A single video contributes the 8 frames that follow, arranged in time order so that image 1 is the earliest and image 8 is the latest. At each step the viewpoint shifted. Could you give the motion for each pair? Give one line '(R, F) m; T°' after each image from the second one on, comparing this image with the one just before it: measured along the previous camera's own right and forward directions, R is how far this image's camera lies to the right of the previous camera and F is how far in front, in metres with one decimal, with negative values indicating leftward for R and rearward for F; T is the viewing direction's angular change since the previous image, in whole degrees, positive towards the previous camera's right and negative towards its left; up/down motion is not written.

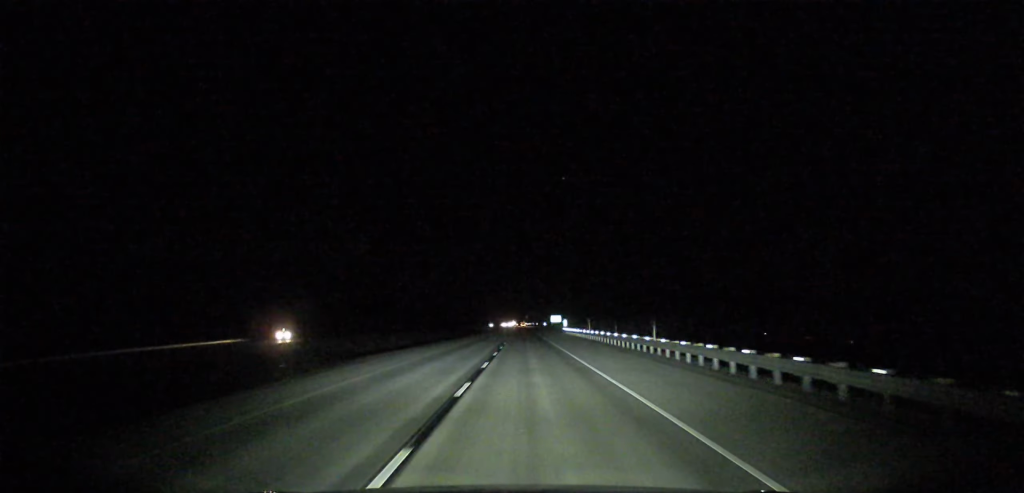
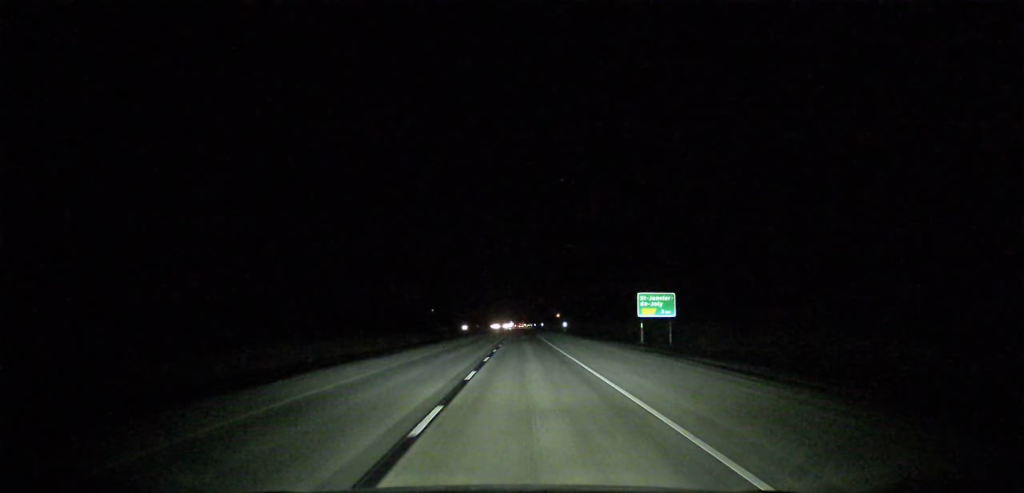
(-0.3, +213.1) m; 0°
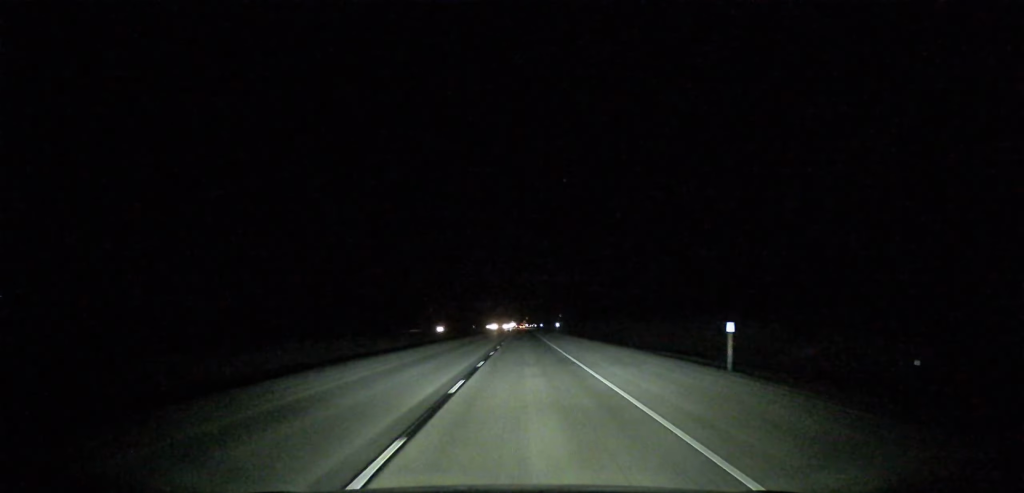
(0.0, +86.6) m; 0°
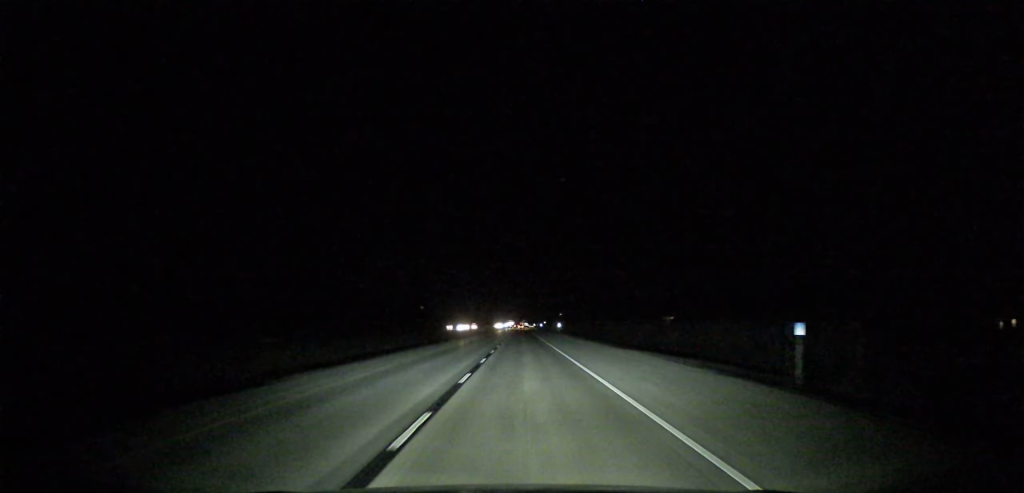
(+0.2, +233.1) m; 0°
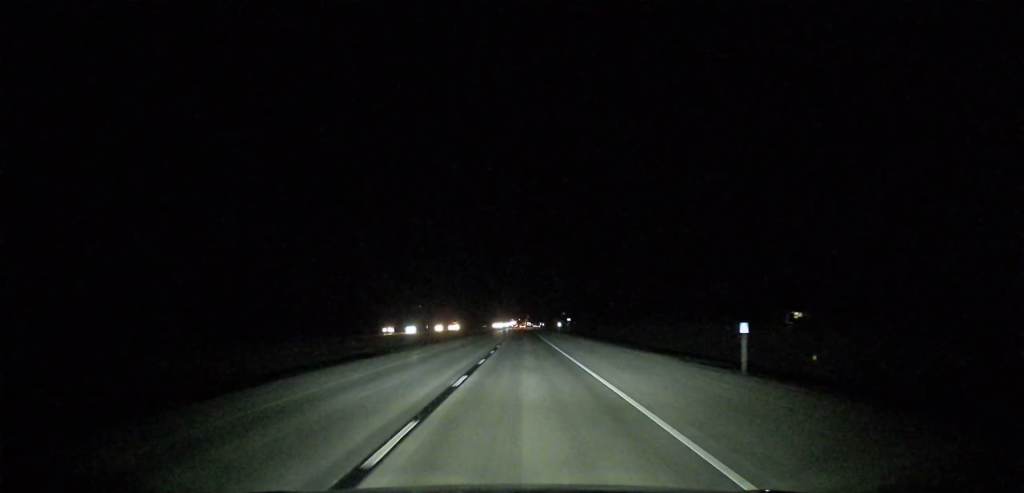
(+0.2, +107.0) m; 0°
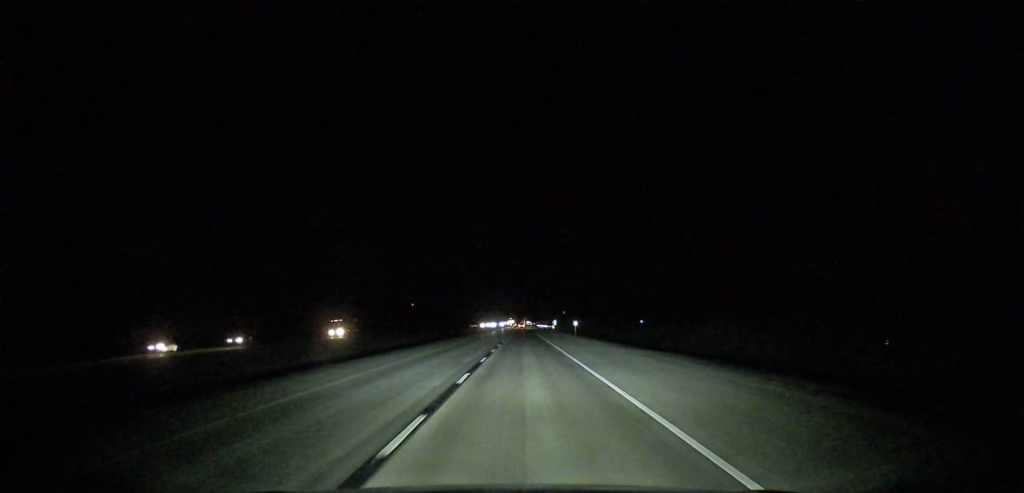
(-0.2, +126.8) m; 0°
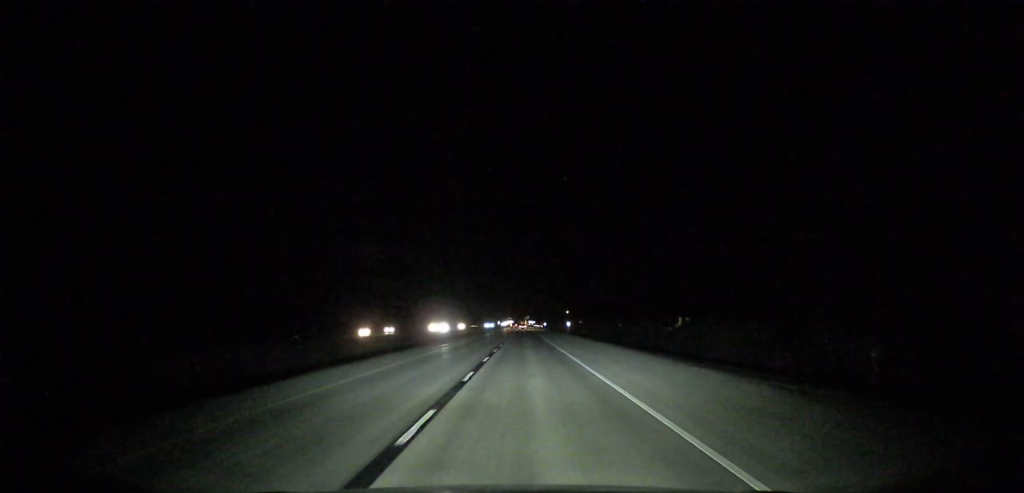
(-0.2, +268.5) m; 0°
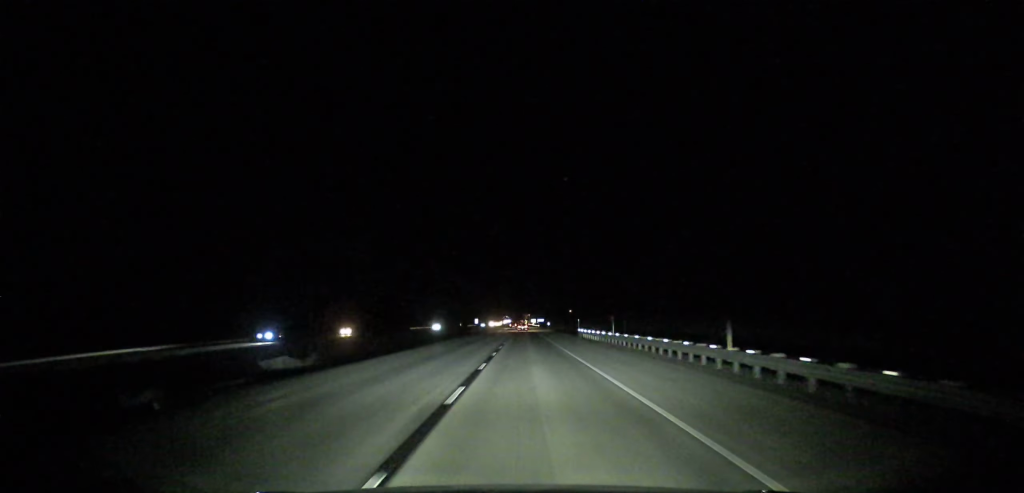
(0.0, +326.9) m; 0°
